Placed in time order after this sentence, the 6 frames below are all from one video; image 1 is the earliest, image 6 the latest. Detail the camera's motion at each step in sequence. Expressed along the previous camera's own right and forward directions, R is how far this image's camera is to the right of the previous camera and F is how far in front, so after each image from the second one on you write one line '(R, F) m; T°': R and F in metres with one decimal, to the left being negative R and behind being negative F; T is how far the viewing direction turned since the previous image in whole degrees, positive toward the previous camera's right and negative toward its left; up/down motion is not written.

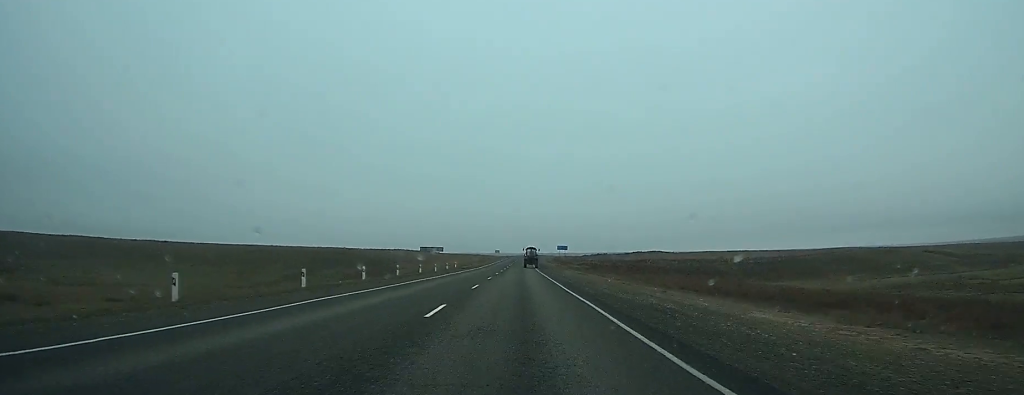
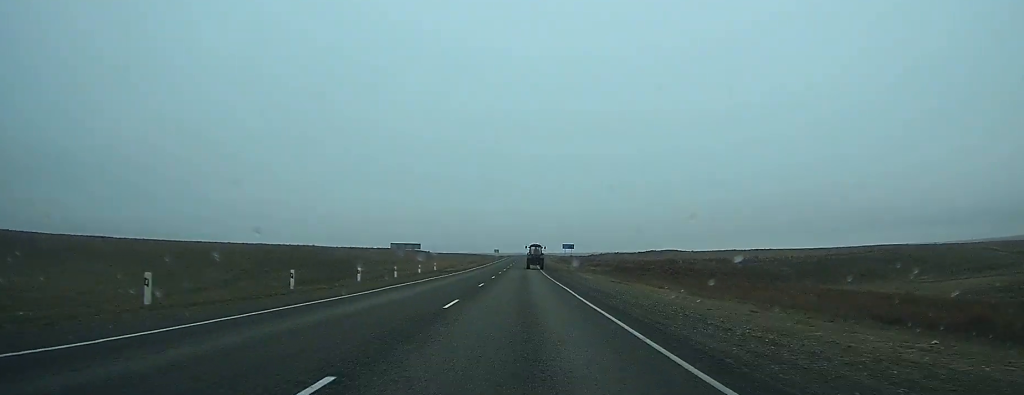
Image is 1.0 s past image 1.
(0.0, +21.3) m; 0°
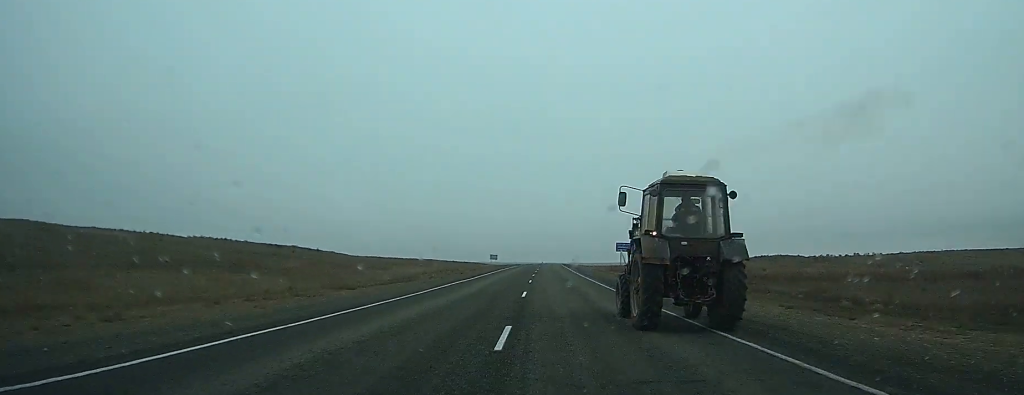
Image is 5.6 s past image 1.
(-0.5, +89.2) m; 0°
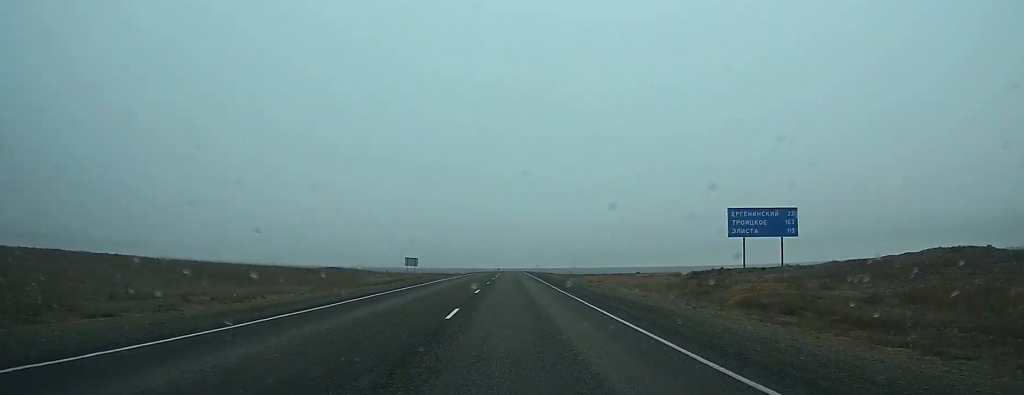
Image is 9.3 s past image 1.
(+1.7, +70.7) m; +3°
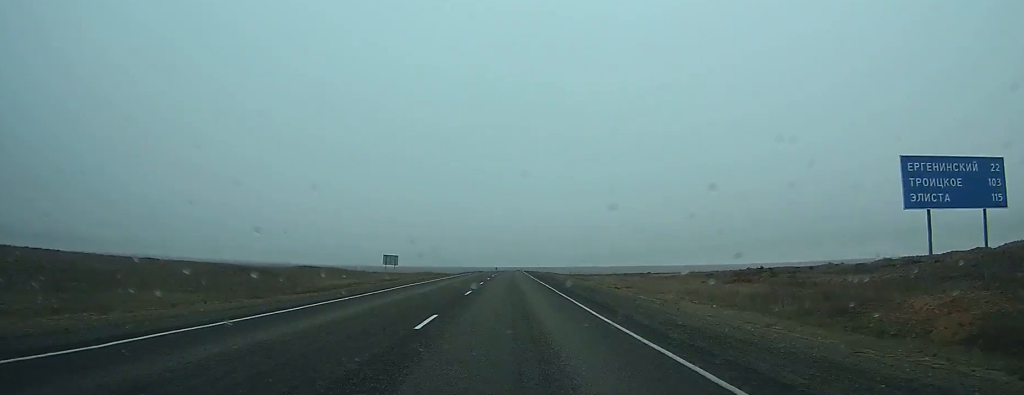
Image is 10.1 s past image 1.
(+0.1, +14.3) m; 0°
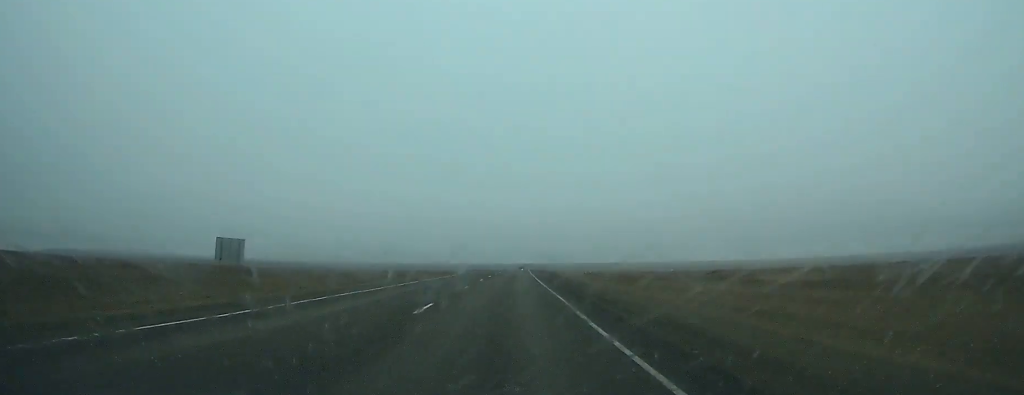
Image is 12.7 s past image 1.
(0.0, +44.0) m; 0°
